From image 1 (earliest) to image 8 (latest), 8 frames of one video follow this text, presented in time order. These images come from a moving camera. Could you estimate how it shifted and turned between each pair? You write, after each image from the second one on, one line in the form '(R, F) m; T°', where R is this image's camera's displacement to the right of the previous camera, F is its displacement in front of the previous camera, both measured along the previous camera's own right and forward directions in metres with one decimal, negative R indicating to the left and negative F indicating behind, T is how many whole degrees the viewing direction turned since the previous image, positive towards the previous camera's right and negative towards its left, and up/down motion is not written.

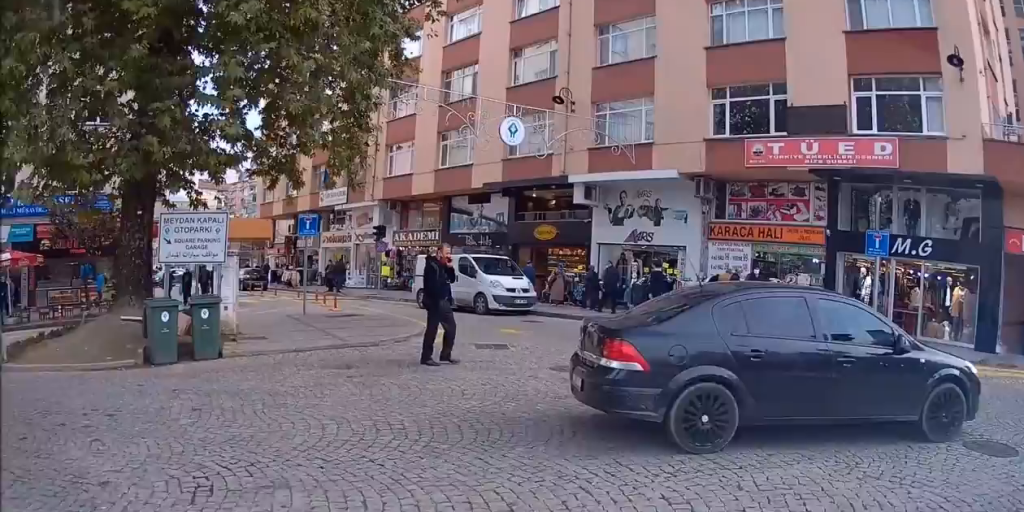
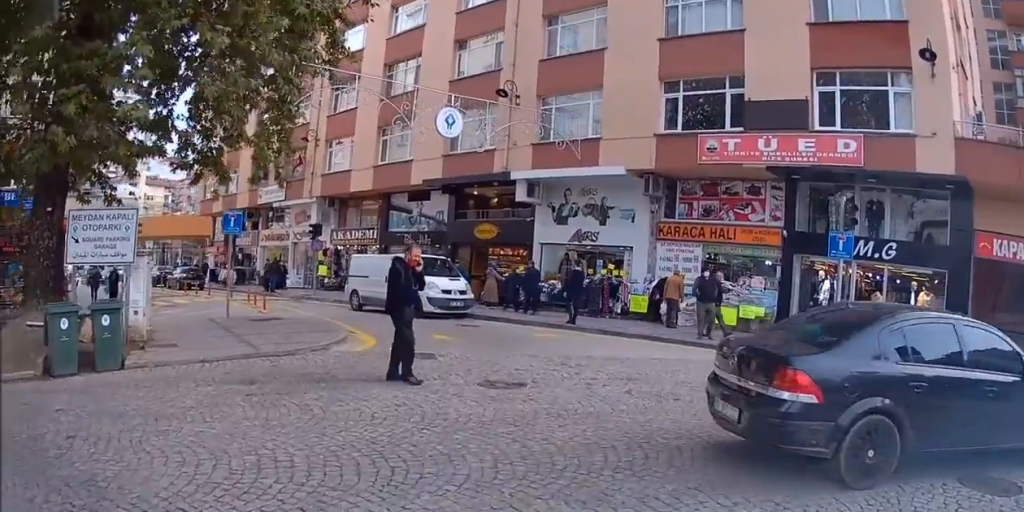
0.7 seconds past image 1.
(0.0, +2.7) m; +2°
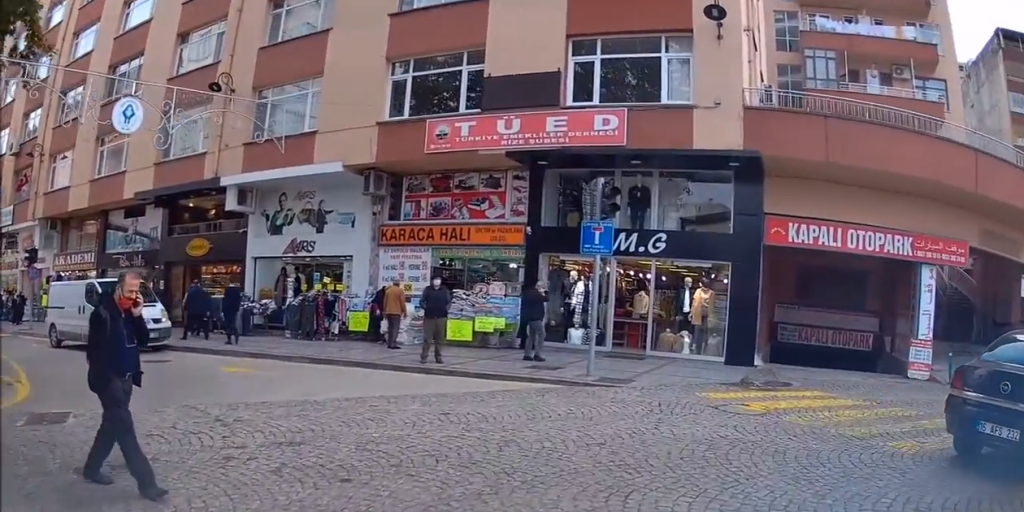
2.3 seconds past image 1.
(+0.5, +5.6) m; +17°
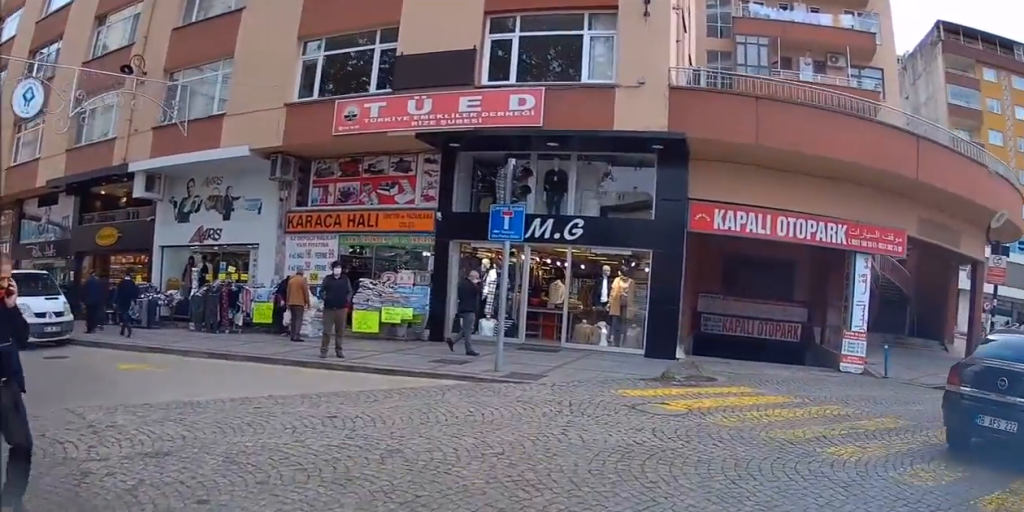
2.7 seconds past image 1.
(+0.1, +1.3) m; +7°
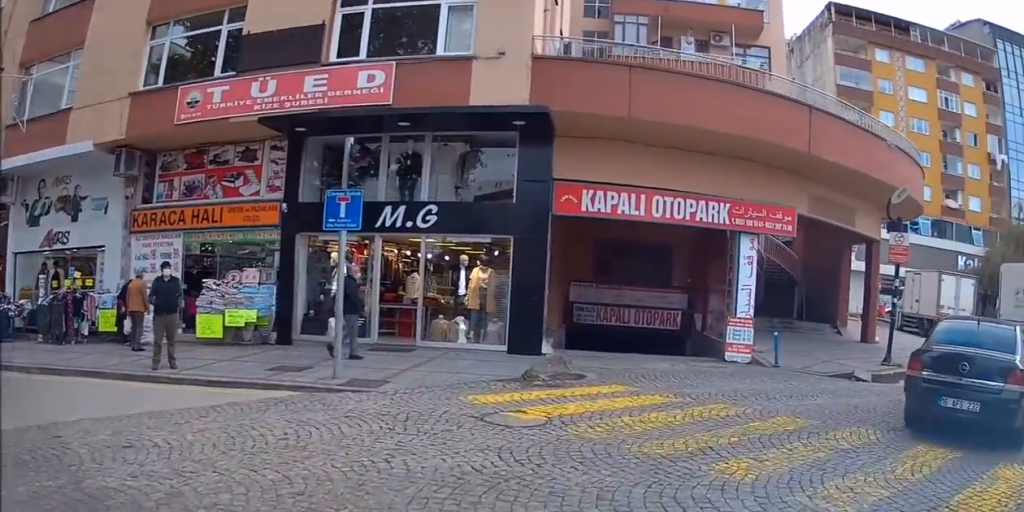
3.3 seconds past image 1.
(+0.1, +1.8) m; +11°
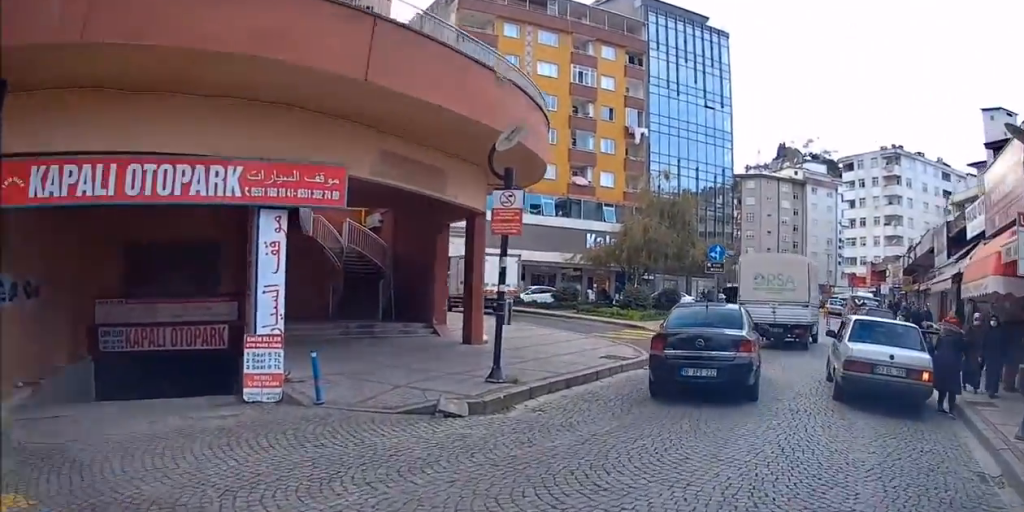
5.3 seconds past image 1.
(+2.0, +5.3) m; +47°
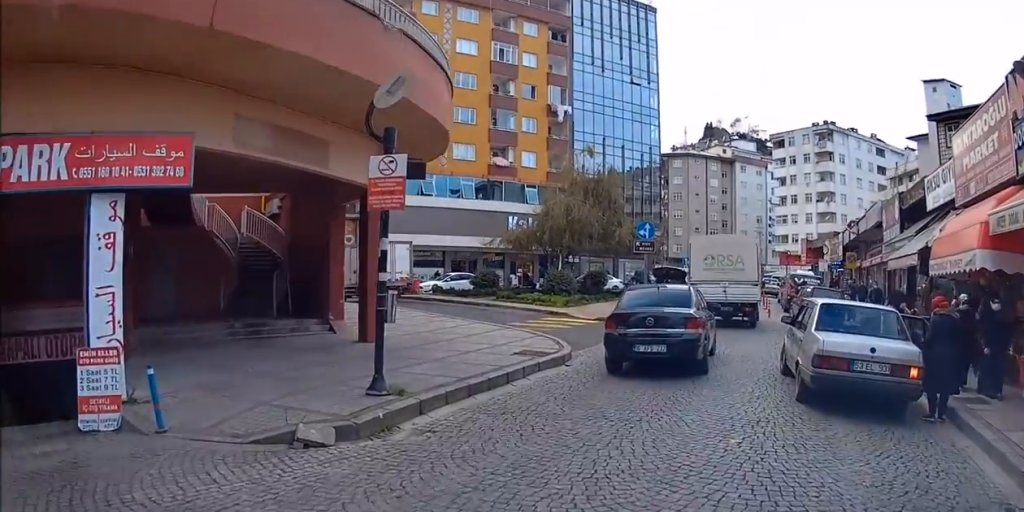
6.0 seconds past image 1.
(+0.4, +1.9) m; +14°
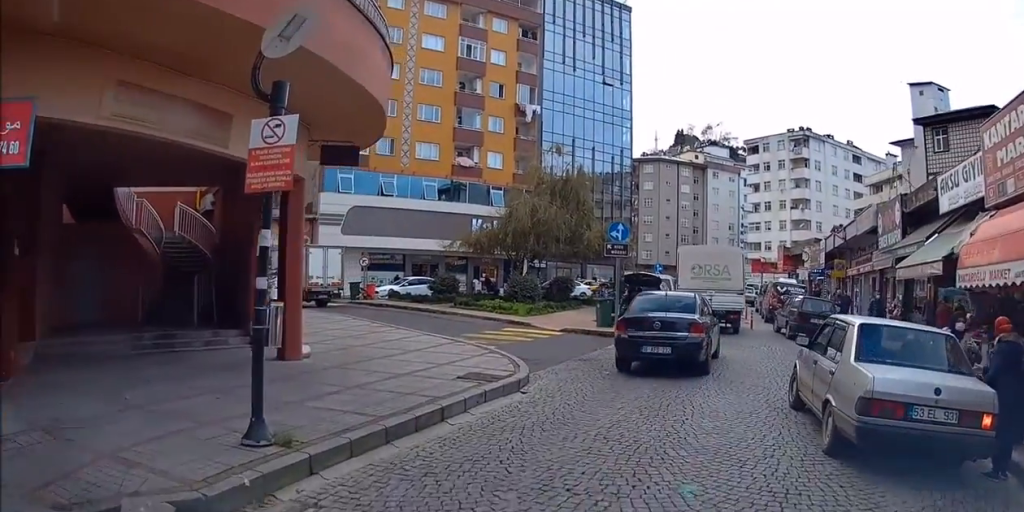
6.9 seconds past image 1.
(+0.2, +2.5) m; +1°
